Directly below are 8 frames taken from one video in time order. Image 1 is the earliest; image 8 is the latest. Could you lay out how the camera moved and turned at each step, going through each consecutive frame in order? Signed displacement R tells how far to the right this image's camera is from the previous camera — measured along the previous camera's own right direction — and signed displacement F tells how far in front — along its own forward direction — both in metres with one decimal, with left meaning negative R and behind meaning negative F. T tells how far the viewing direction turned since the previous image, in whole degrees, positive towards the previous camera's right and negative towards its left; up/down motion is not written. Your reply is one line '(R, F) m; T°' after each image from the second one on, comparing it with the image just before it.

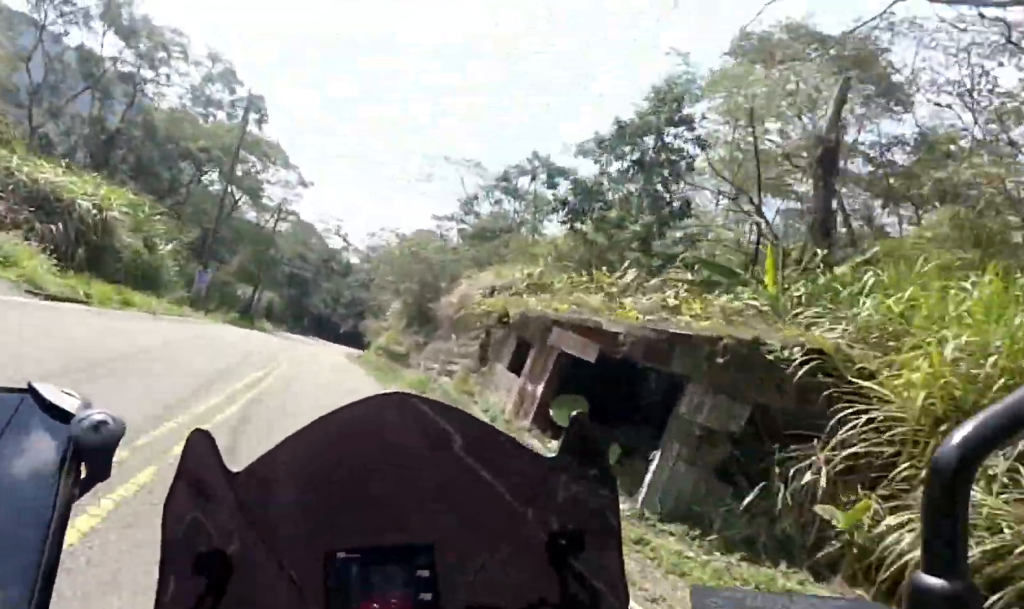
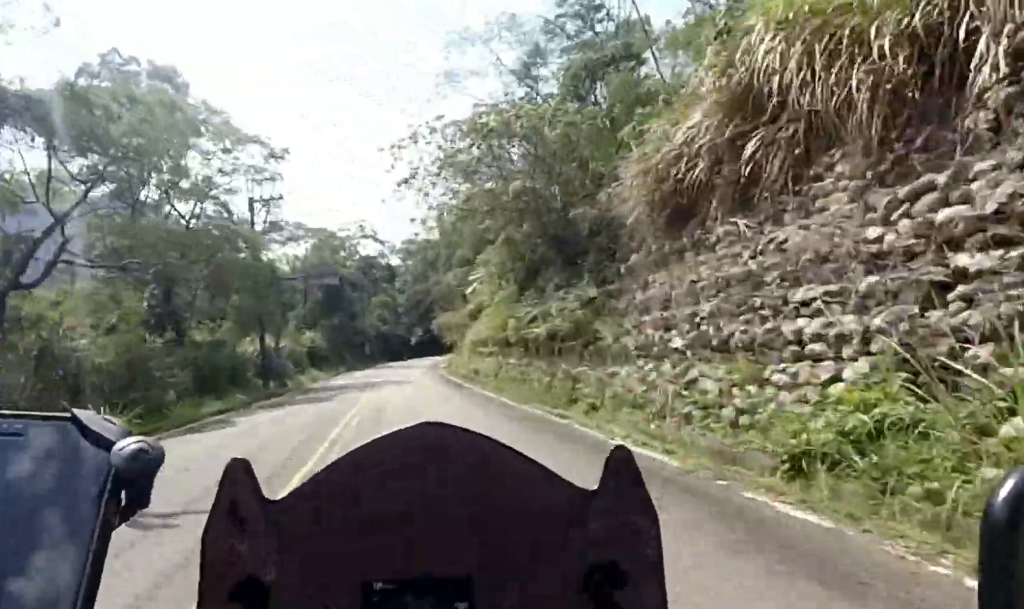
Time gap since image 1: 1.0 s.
(-1.0, +23.7) m; -6°
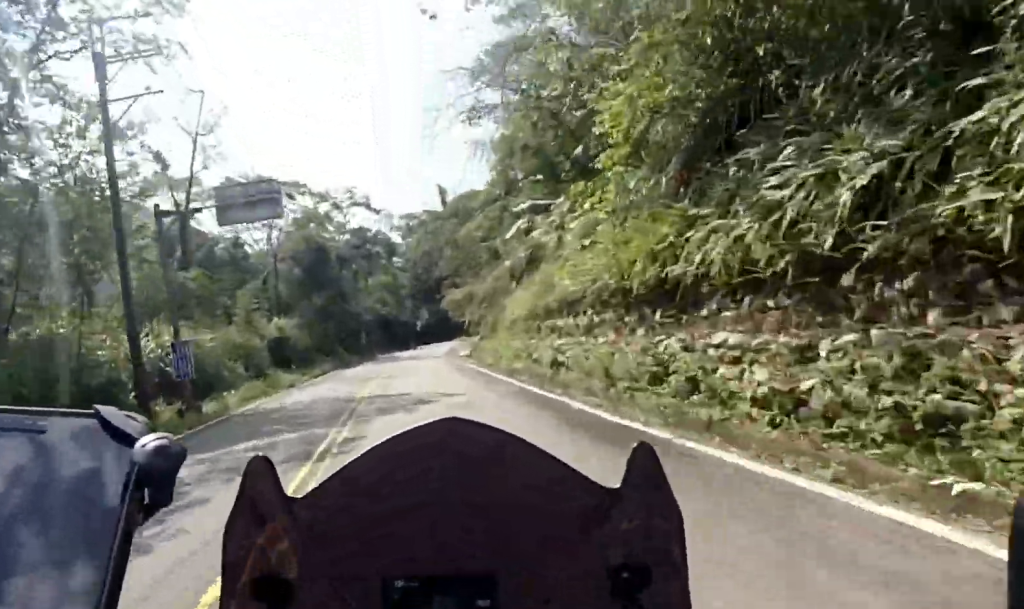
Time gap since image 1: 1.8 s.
(-1.0, +19.6) m; -2°
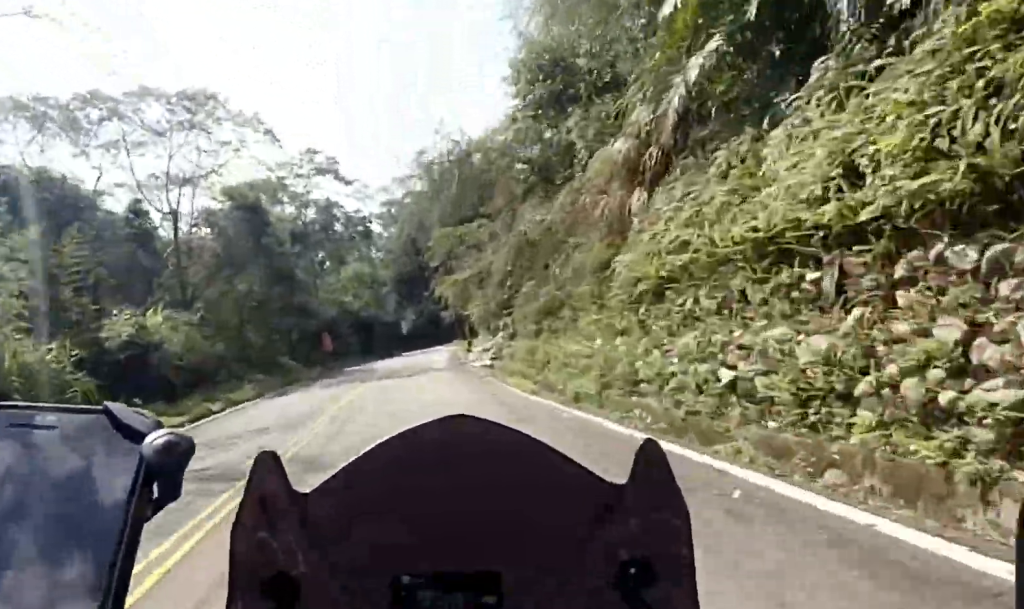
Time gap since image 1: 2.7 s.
(-0.1, +15.8) m; +2°
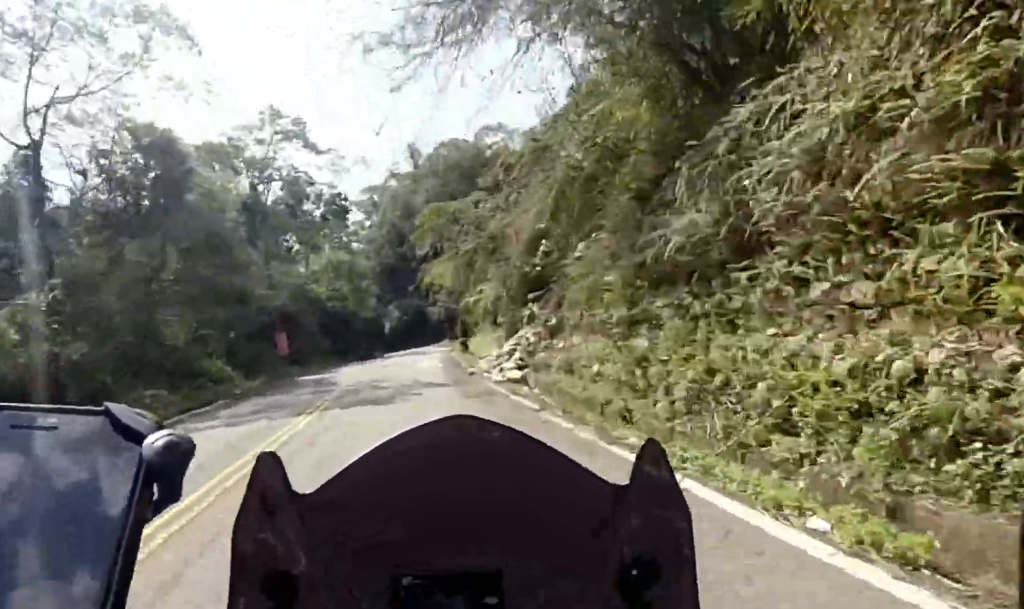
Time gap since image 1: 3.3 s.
(+0.9, +4.4) m; +2°
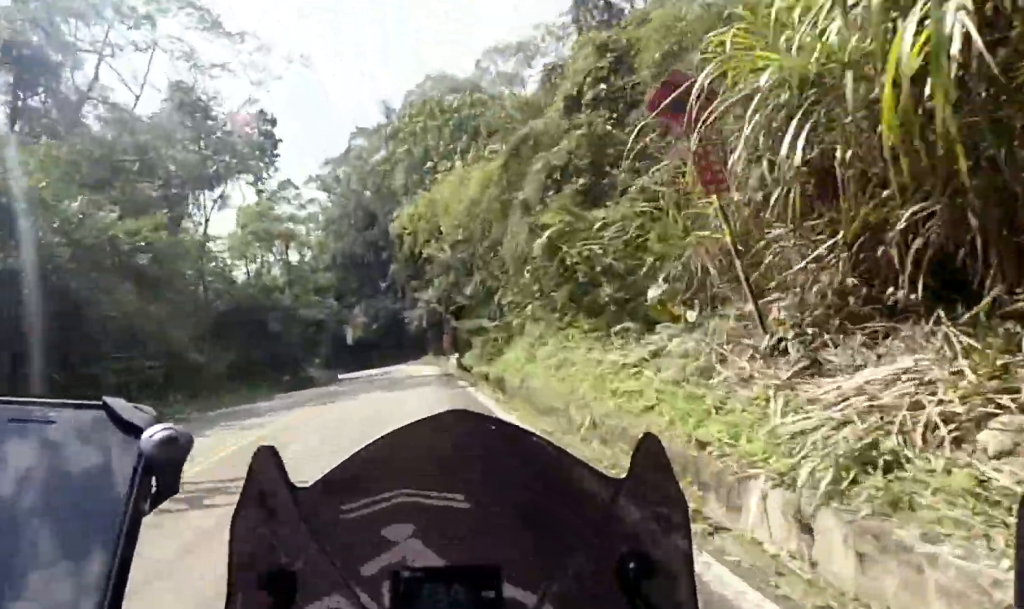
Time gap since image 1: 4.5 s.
(-1.5, +21.8) m; -5°
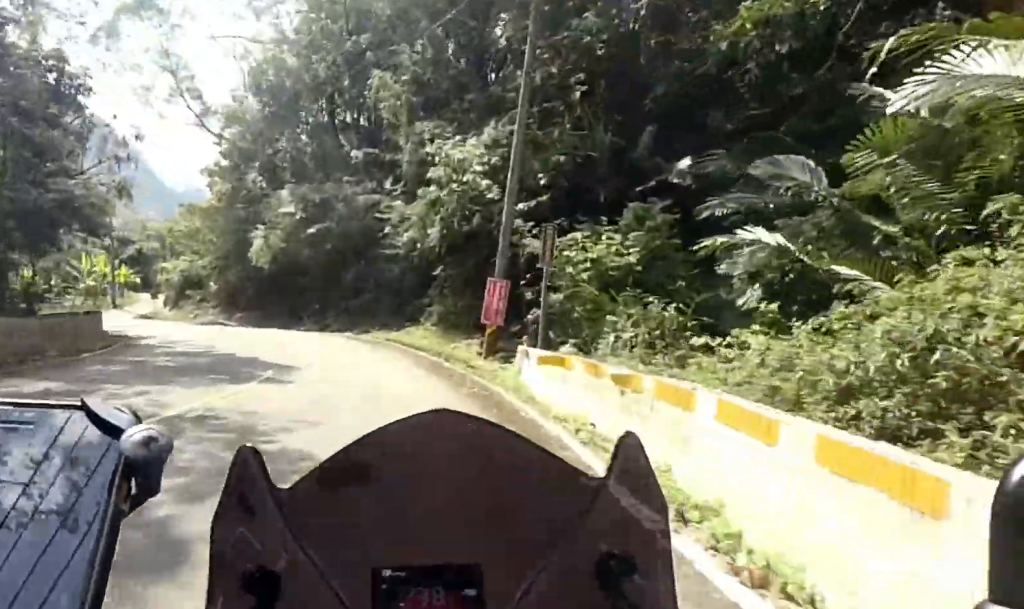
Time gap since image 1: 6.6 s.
(-1.6, +32.9) m; -6°
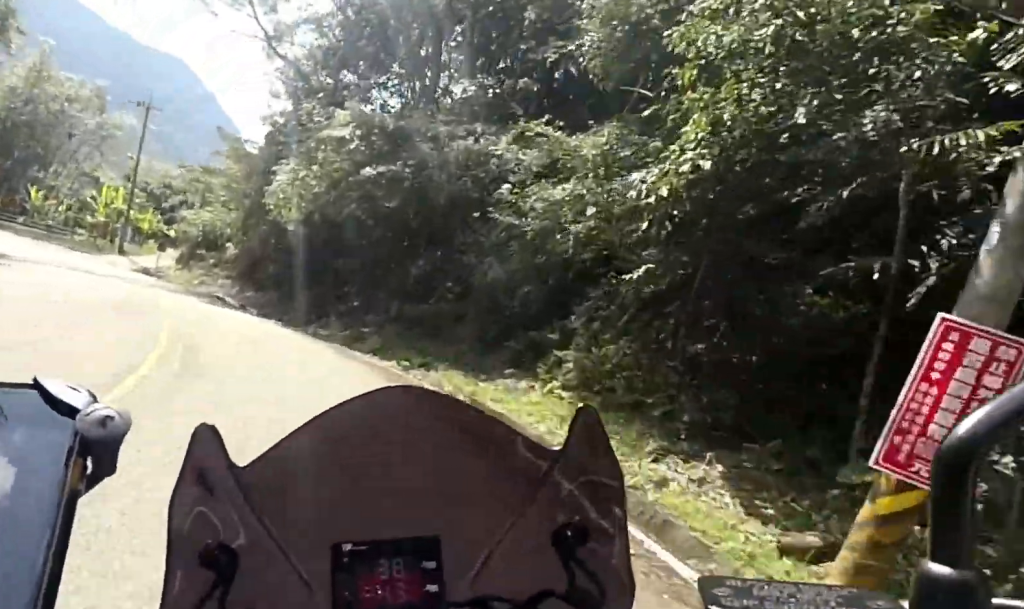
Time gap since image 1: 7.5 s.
(-0.1, +11.9) m; -4°
